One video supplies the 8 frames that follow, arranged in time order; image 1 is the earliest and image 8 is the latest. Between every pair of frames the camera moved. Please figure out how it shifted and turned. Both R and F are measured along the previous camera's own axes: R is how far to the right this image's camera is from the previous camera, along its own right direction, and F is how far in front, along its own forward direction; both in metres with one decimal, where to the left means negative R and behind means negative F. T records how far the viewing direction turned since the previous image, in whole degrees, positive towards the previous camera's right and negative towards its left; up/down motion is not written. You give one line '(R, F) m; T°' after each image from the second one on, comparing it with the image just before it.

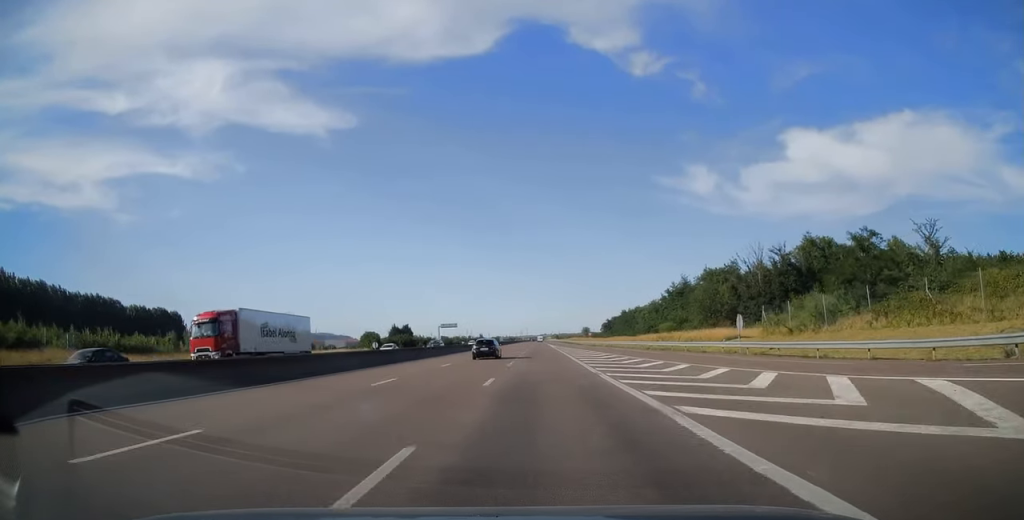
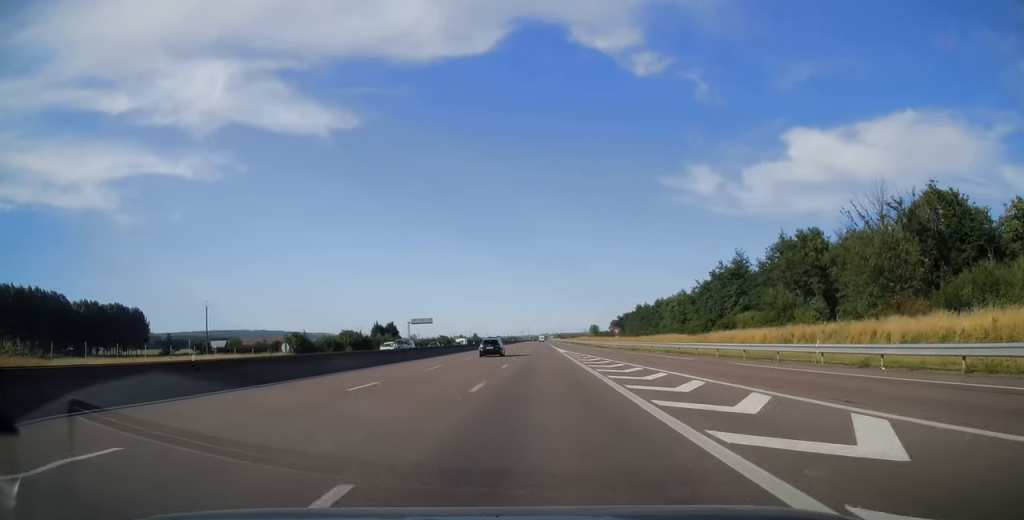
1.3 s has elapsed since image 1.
(+0.1, +40.7) m; 0°
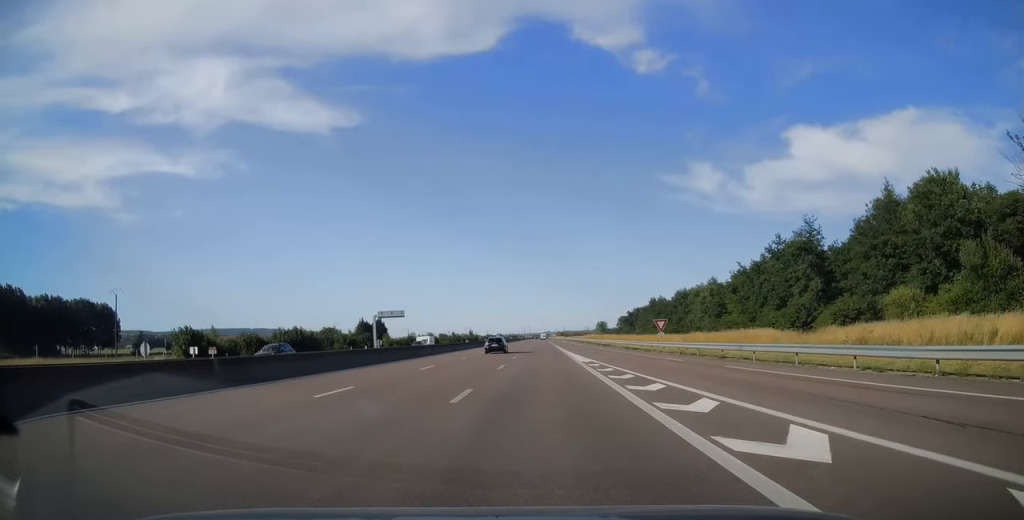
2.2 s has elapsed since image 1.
(0.0, +28.3) m; 0°
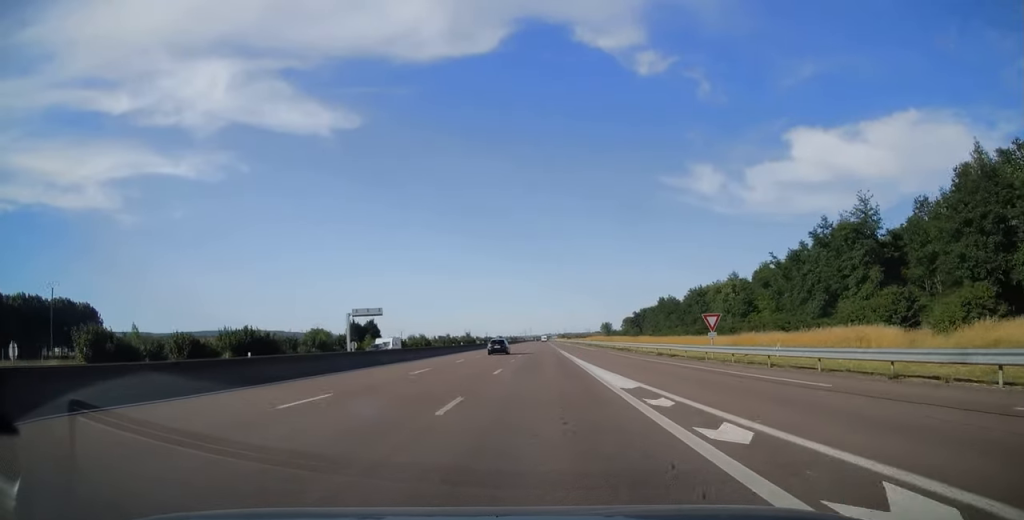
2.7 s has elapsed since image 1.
(0.0, +14.9) m; 0°
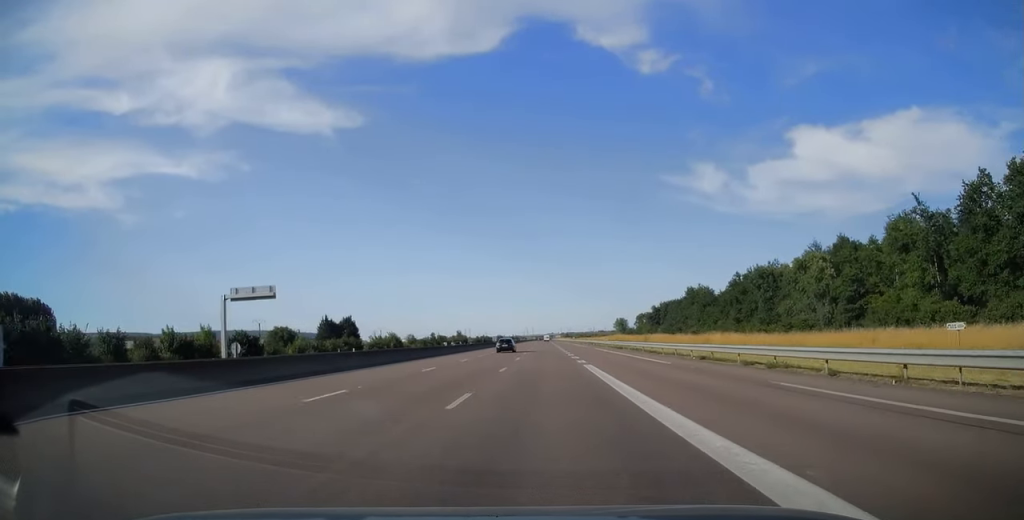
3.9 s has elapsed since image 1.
(-0.1, +37.6) m; 0°
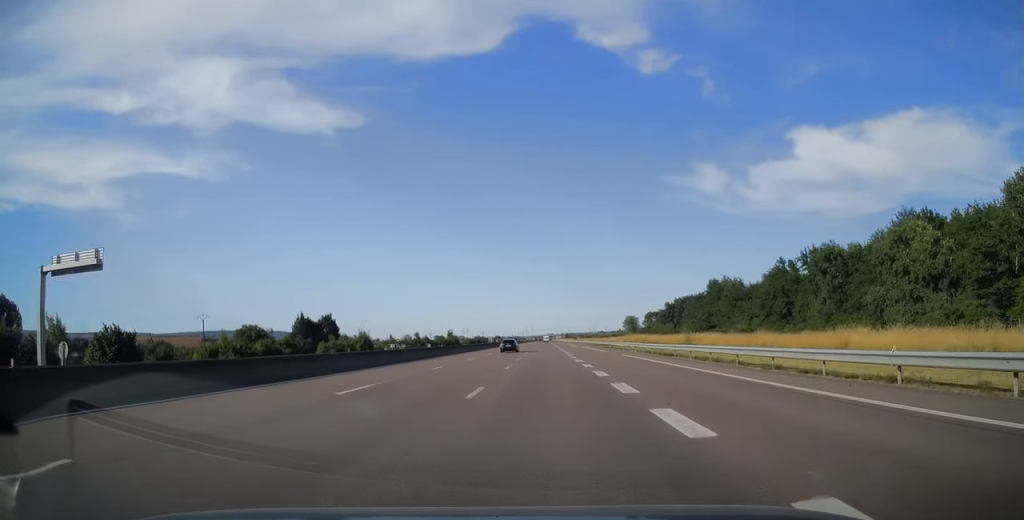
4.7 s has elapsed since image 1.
(0.0, +23.7) m; 0°
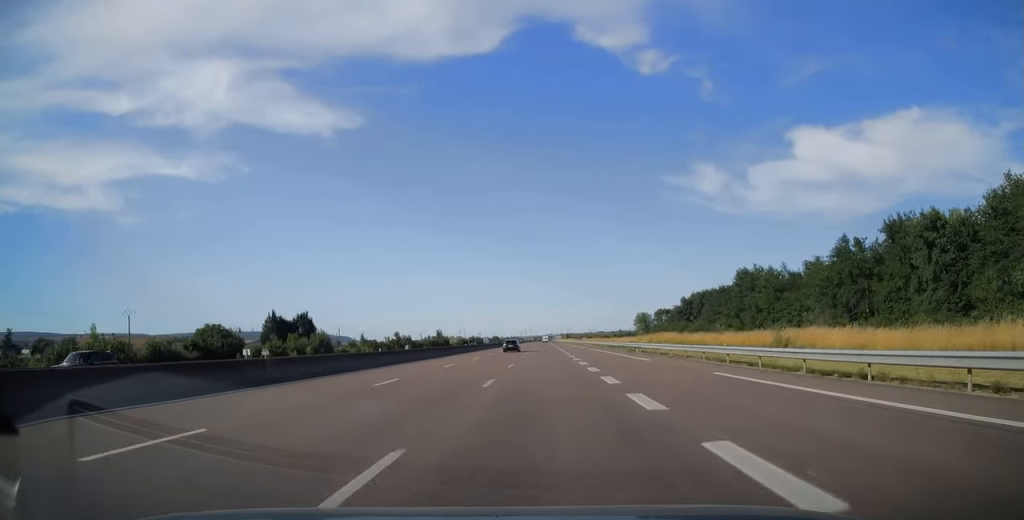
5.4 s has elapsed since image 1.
(-0.2, +22.7) m; 0°
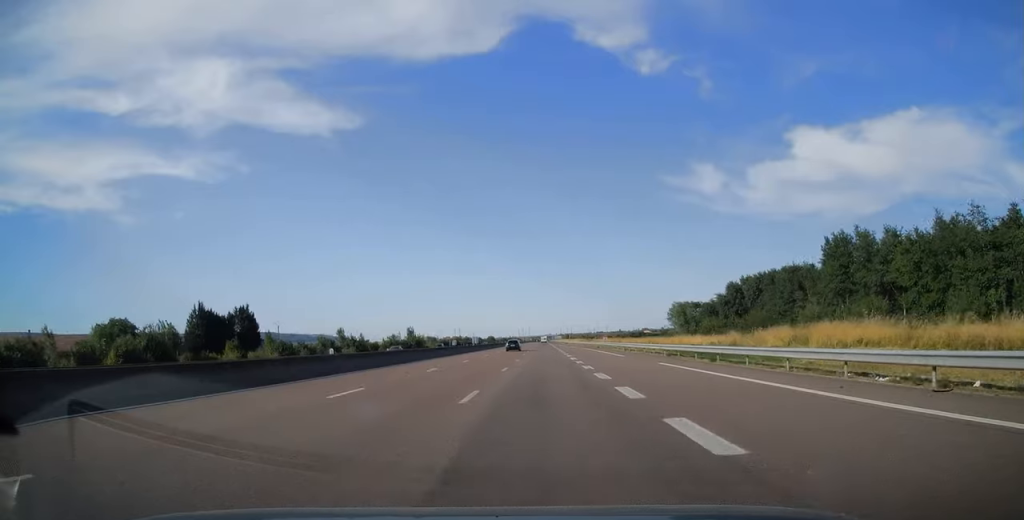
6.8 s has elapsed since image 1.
(+0.3, +42.8) m; 0°
